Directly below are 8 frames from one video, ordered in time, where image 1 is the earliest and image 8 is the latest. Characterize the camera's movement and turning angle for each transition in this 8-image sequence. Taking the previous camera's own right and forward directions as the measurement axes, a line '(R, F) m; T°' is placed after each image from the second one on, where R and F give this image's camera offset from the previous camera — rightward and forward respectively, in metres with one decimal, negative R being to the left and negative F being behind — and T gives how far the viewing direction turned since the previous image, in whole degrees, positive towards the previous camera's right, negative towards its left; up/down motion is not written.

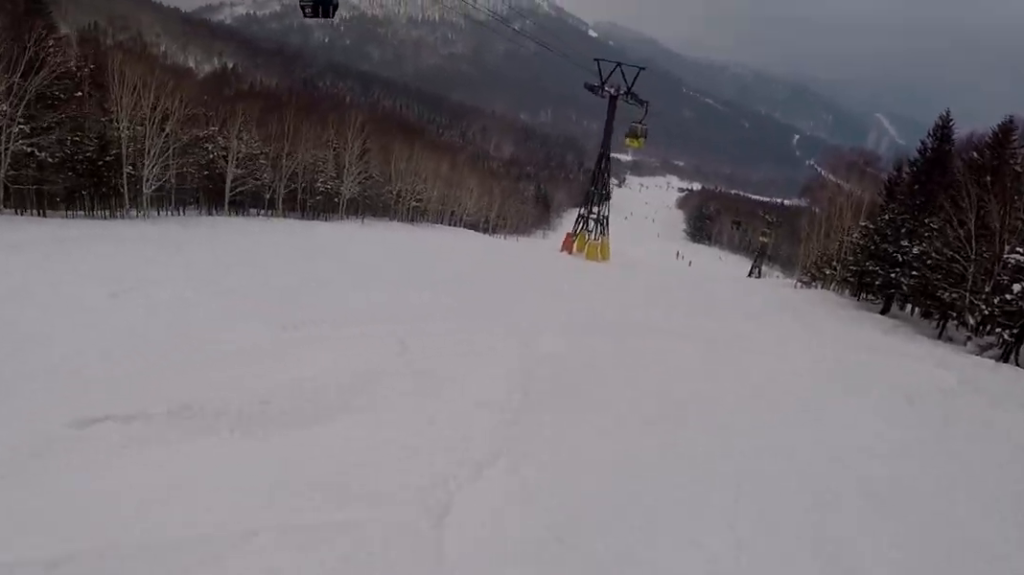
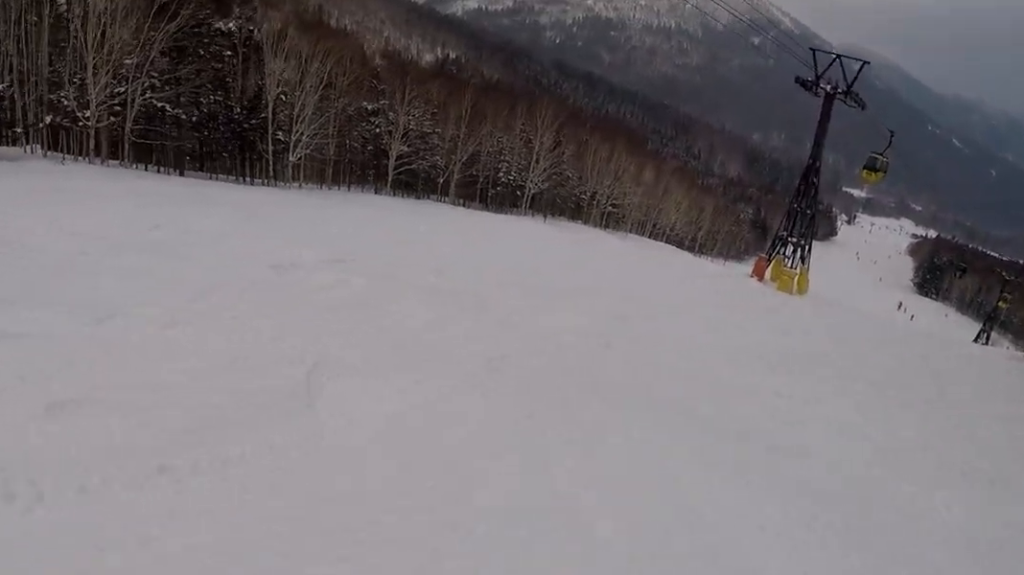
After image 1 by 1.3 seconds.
(-2.8, +6.0) m; -48°
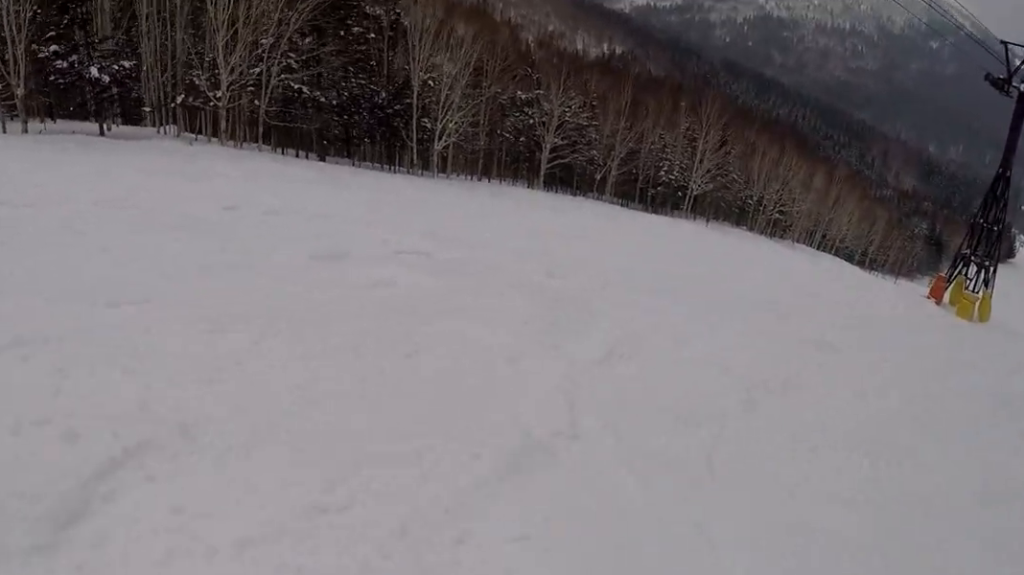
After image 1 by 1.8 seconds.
(0.0, +2.3) m; -18°
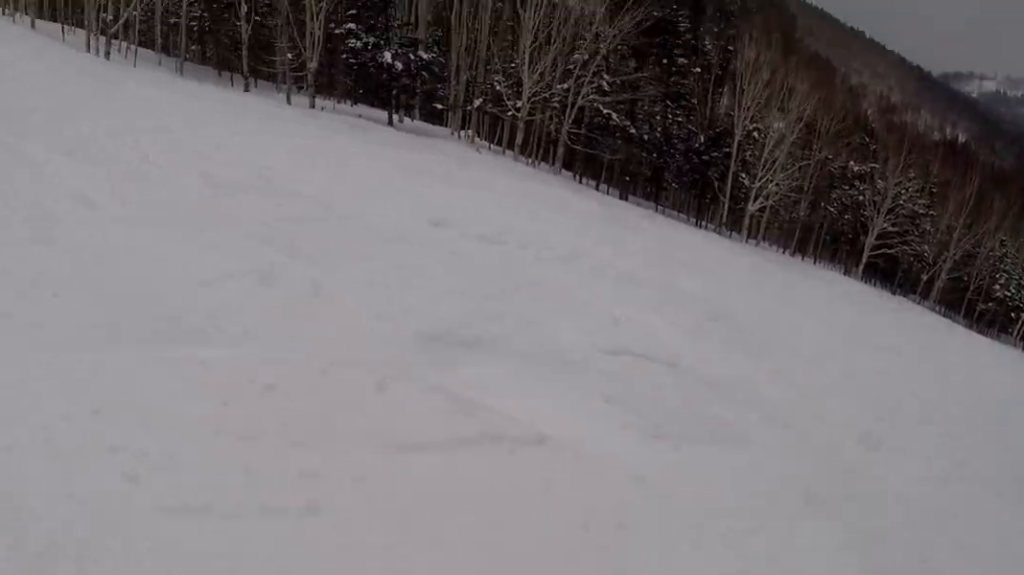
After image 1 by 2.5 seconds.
(-1.1, +2.8) m; -22°
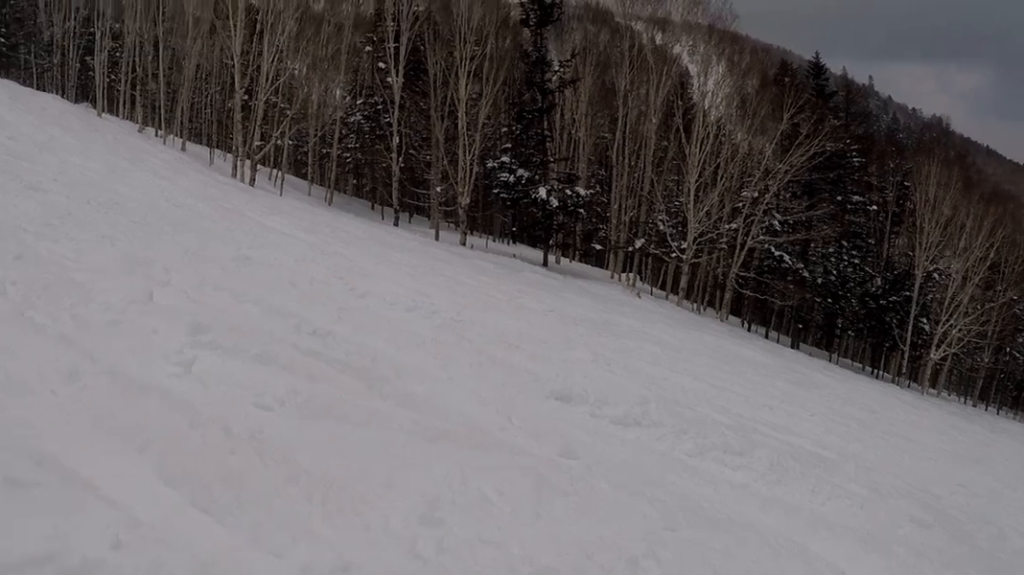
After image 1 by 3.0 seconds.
(-0.5, +2.4) m; -14°
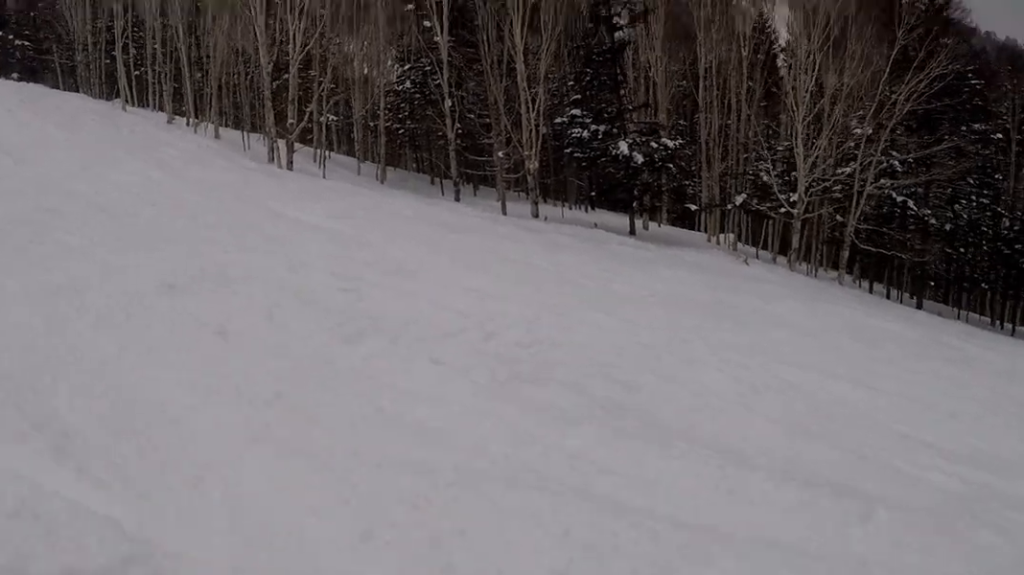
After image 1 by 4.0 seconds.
(-0.2, +4.4) m; 0°
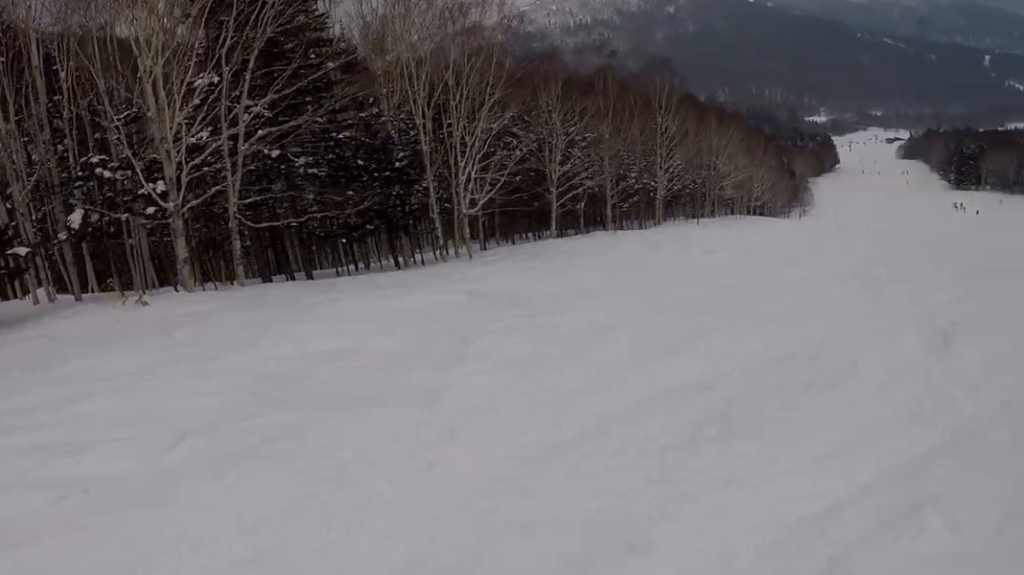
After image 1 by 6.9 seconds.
(+5.3, +10.5) m; +53°
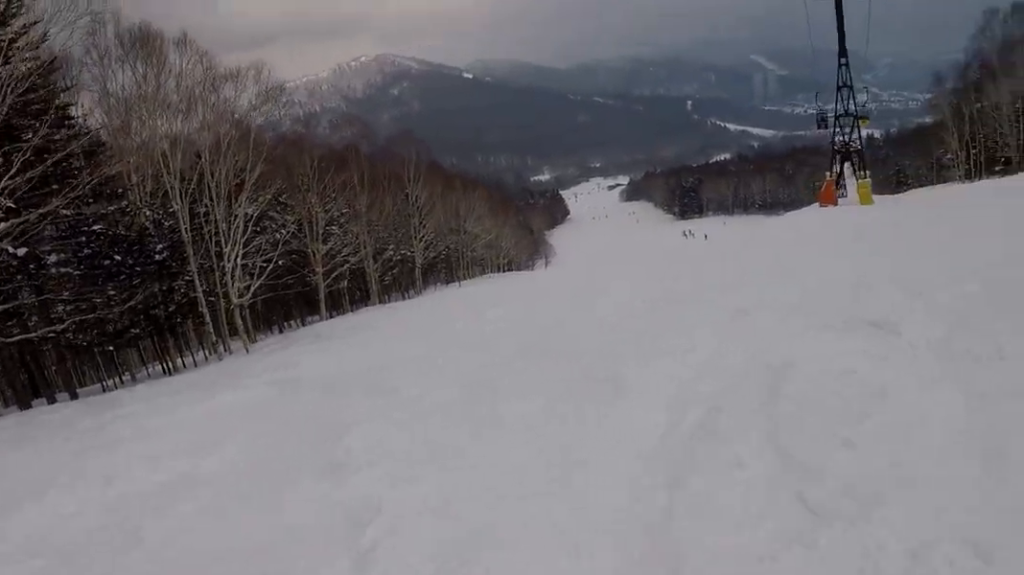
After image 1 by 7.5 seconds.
(+0.5, +3.2) m; +22°
